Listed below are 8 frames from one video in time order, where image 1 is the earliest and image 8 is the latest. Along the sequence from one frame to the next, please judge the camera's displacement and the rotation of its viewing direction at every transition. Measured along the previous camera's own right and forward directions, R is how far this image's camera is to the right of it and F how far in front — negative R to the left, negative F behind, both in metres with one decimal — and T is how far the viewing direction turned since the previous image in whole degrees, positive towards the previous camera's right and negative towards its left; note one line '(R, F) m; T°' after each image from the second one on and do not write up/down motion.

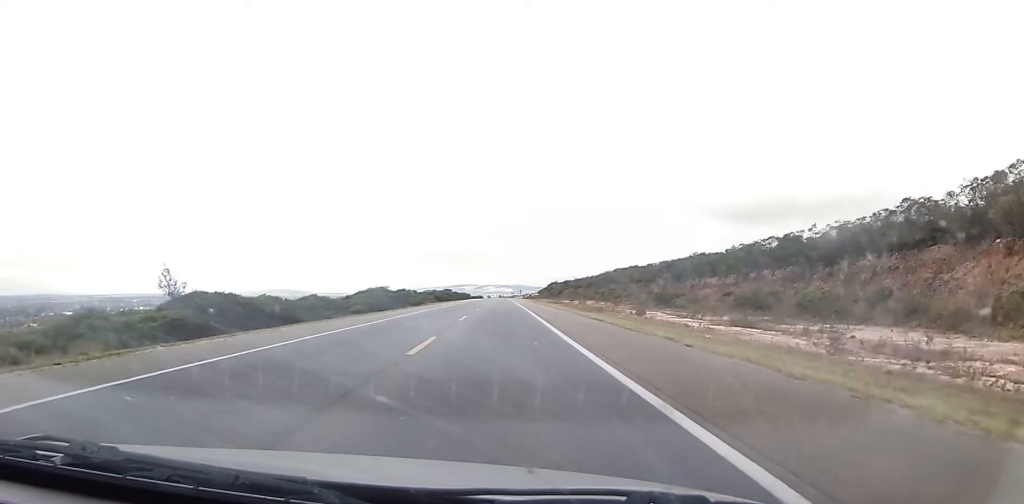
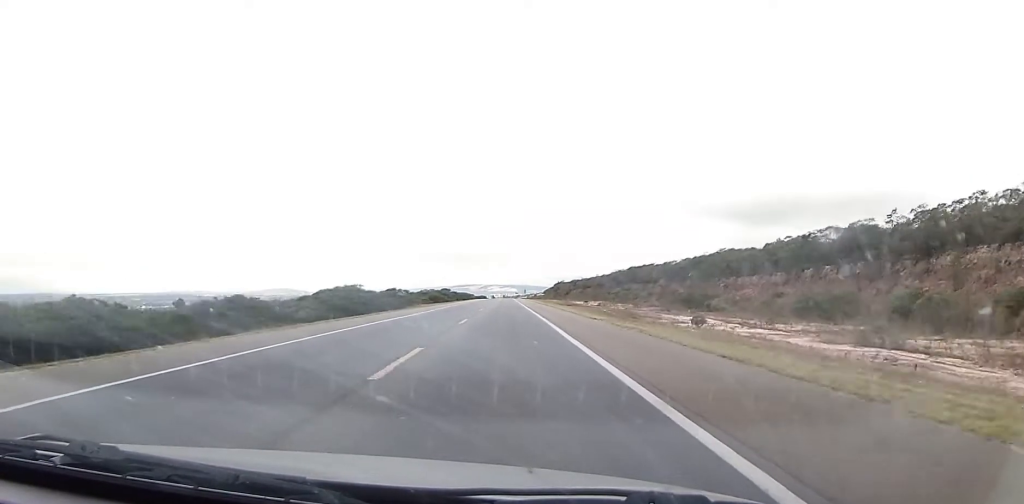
(+0.1, +19.2) m; -1°
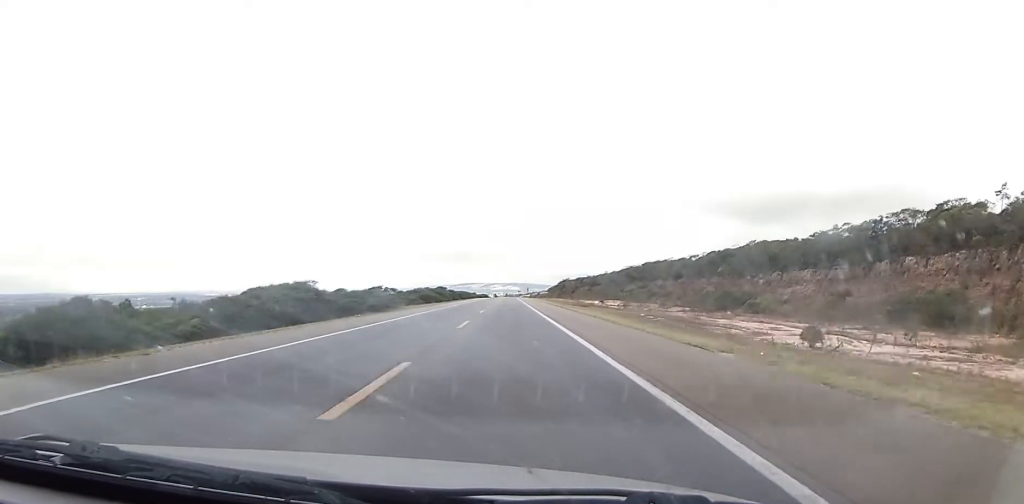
(-0.6, +18.2) m; -1°
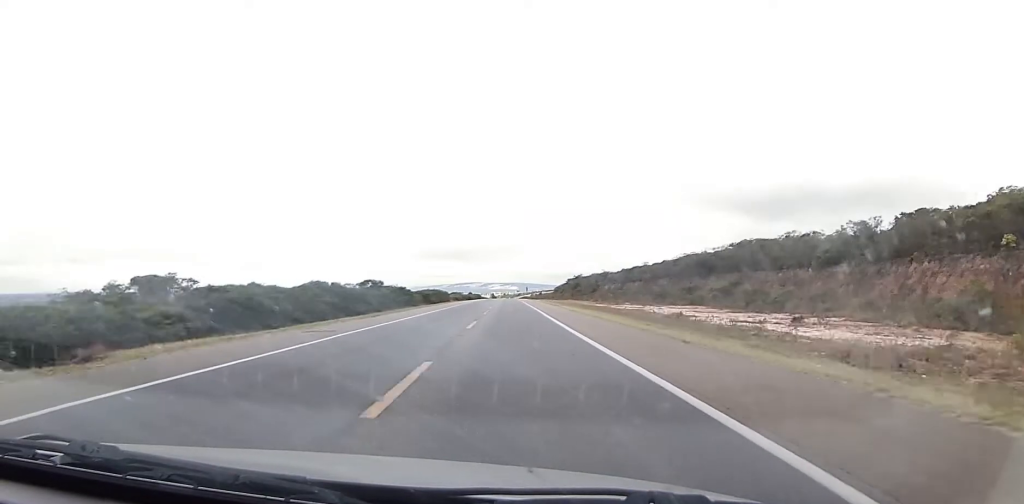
(+1.1, +77.8) m; +1°
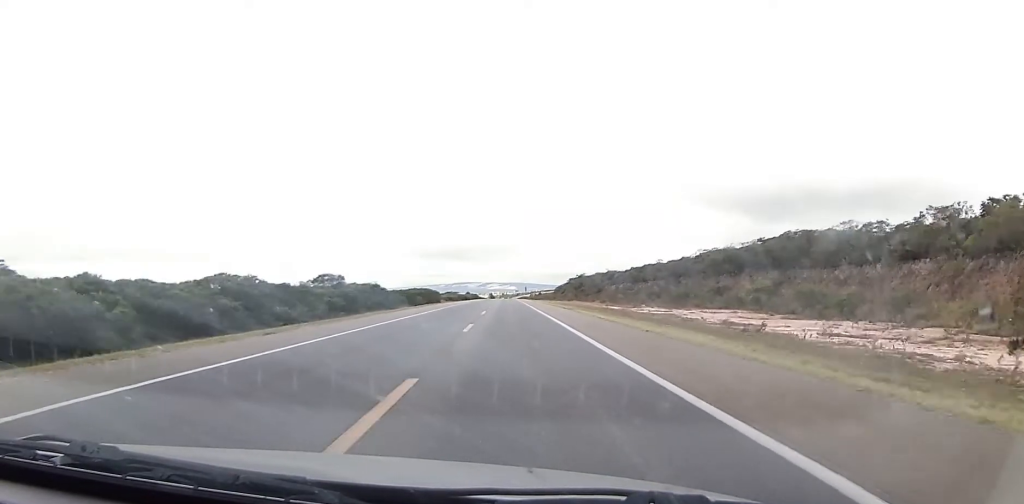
(0.0, +18.1) m; 0°
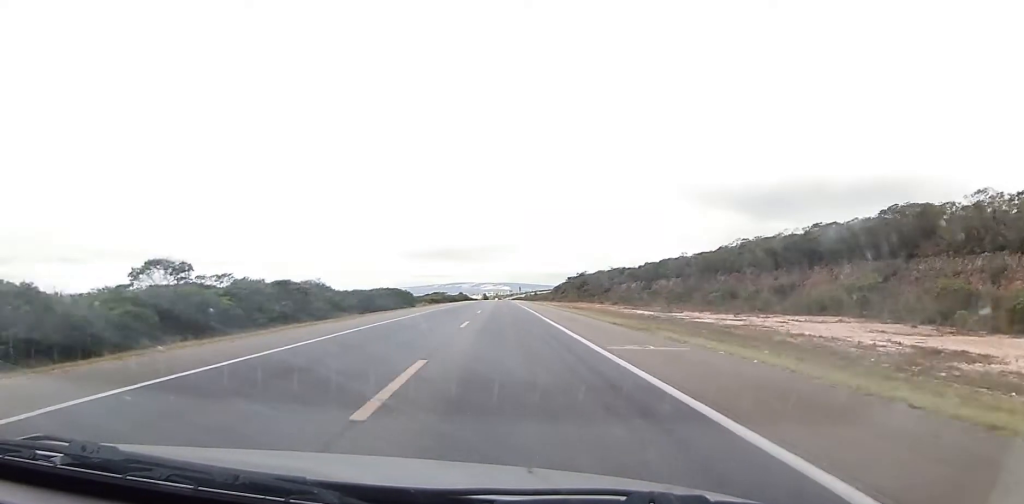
(0.0, +28.3) m; 0°
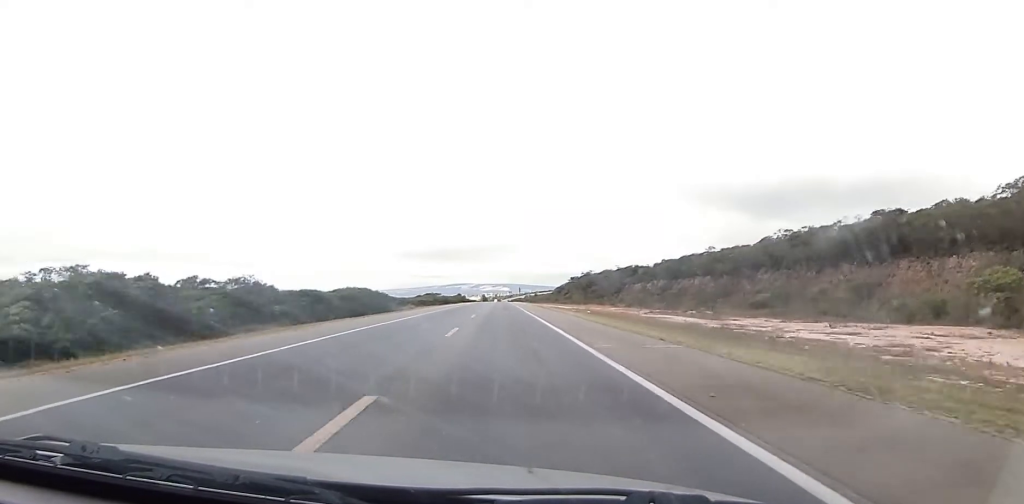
(0.0, +19.4) m; +1°
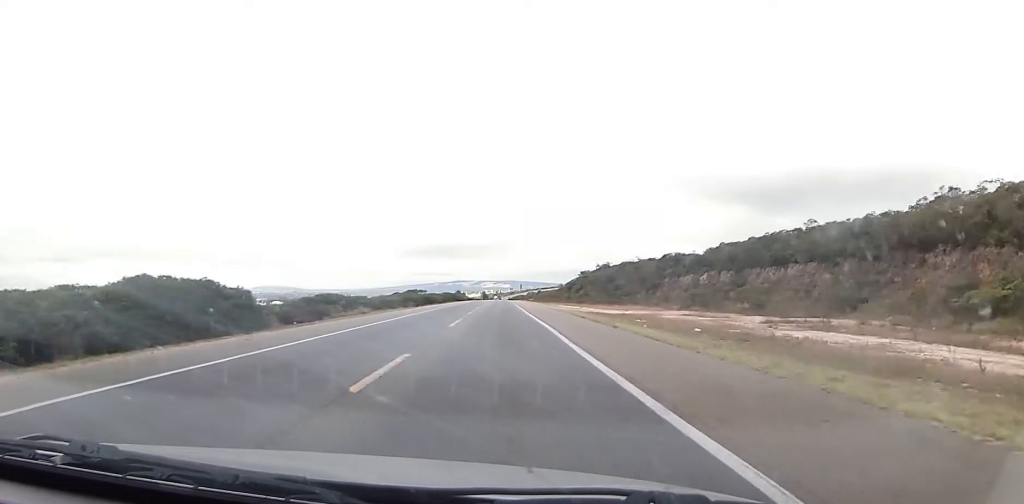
(+0.6, +41.5) m; 0°
